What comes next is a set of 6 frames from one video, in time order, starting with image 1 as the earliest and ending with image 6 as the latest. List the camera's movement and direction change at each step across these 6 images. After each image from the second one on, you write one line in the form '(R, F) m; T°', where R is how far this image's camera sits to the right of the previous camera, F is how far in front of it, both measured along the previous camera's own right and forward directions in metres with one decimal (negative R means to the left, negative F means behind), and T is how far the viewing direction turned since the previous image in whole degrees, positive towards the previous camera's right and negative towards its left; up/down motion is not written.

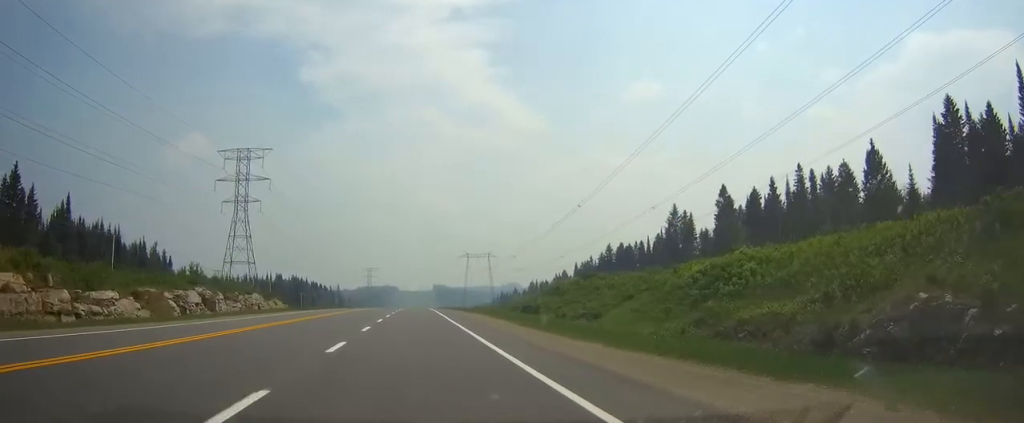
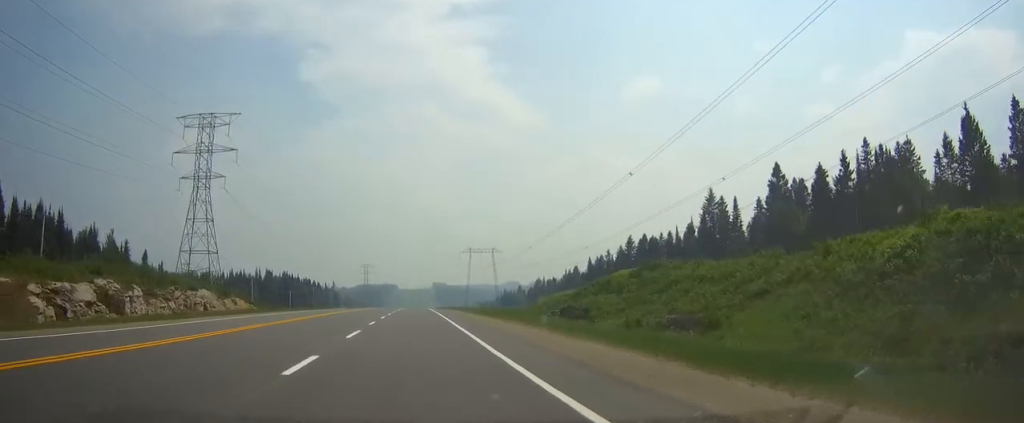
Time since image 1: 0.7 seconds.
(0.0, +22.1) m; 0°
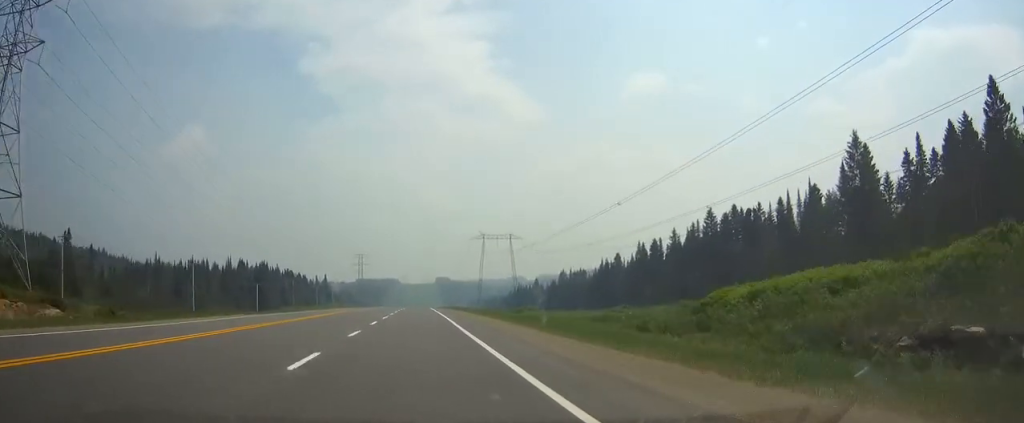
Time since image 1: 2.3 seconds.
(0.0, +53.0) m; 0°
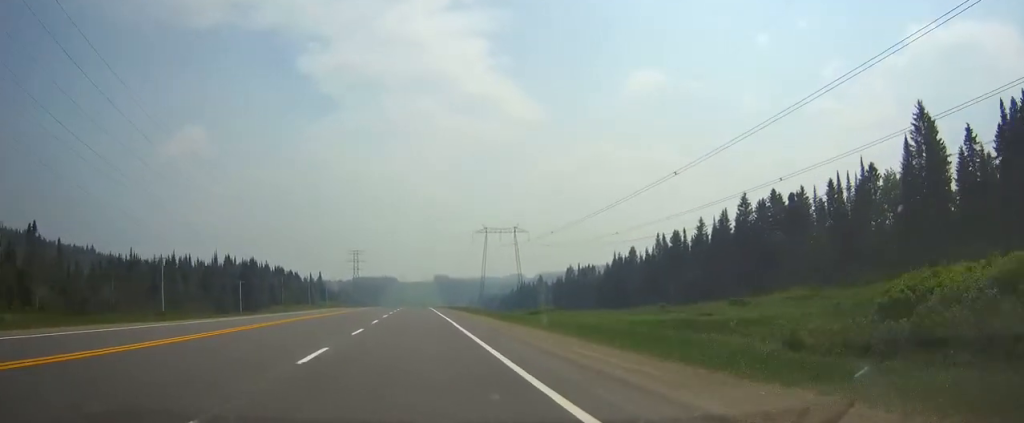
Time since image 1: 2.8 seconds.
(0.0, +16.6) m; 0°
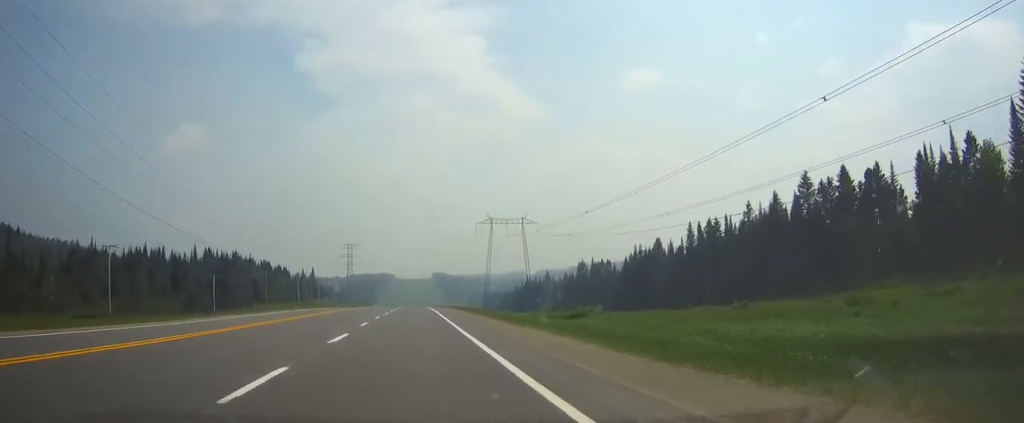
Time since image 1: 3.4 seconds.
(0.0, +22.2) m; 0°
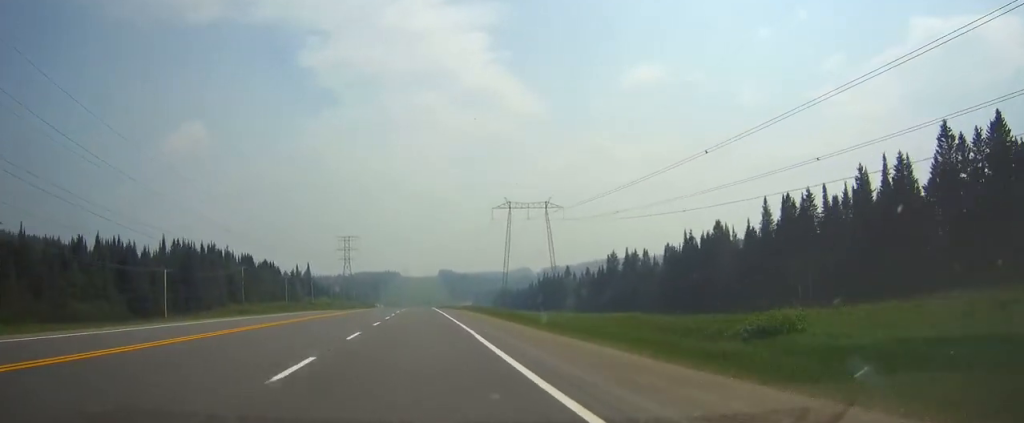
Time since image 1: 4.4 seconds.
(-0.1, +33.4) m; -1°
